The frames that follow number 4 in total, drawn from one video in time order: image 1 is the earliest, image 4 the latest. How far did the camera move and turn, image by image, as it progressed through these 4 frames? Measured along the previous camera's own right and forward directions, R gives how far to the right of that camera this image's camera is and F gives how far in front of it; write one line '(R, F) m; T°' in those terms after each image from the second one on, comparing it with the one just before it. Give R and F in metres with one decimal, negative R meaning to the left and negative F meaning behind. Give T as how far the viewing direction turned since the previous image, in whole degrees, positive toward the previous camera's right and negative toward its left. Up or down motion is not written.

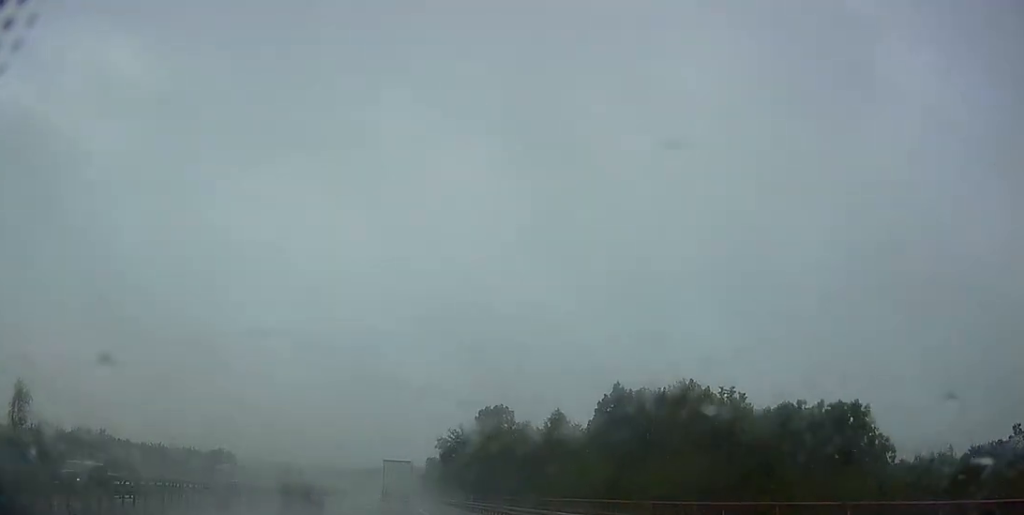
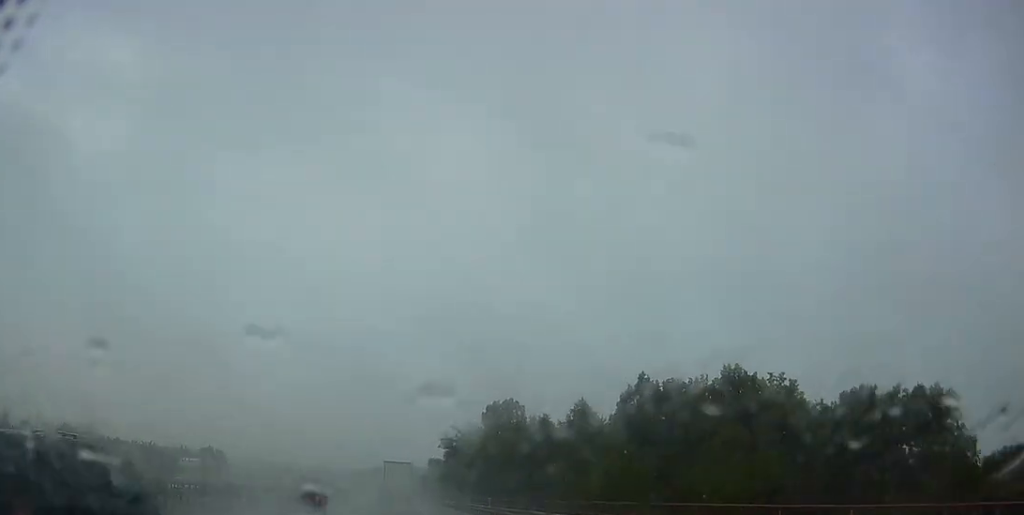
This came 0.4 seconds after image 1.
(-0.2, +8.8) m; 0°
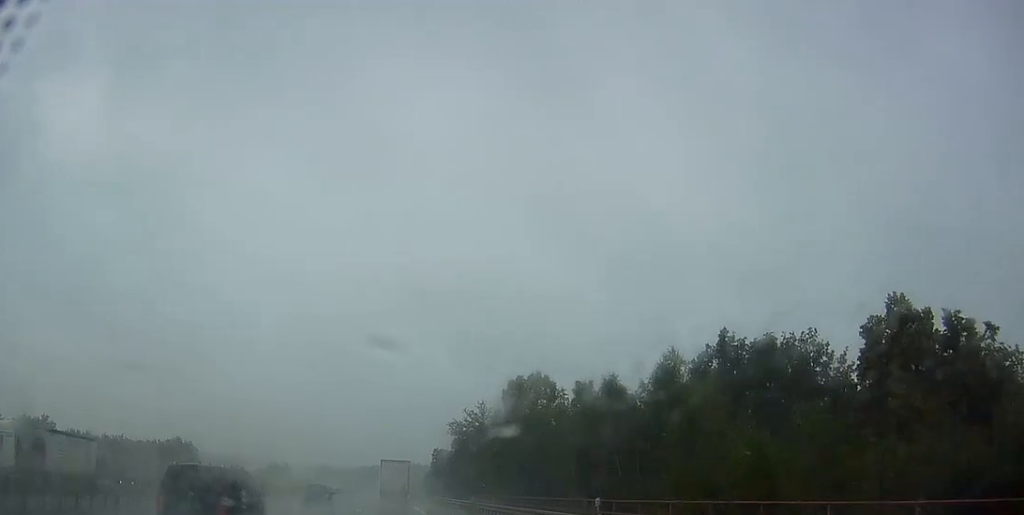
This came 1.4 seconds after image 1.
(+0.4, +21.6) m; 0°
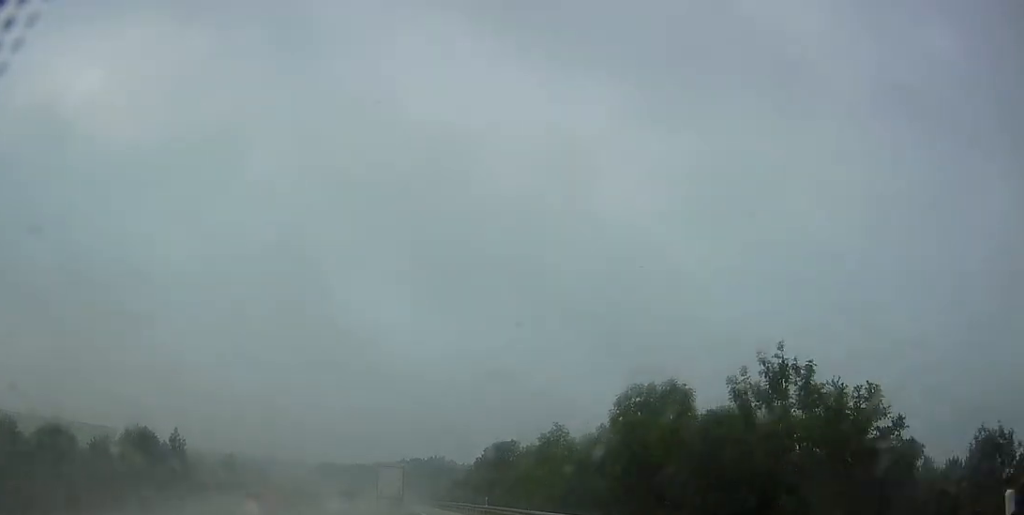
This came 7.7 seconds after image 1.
(-2.2, +143.2) m; -3°
